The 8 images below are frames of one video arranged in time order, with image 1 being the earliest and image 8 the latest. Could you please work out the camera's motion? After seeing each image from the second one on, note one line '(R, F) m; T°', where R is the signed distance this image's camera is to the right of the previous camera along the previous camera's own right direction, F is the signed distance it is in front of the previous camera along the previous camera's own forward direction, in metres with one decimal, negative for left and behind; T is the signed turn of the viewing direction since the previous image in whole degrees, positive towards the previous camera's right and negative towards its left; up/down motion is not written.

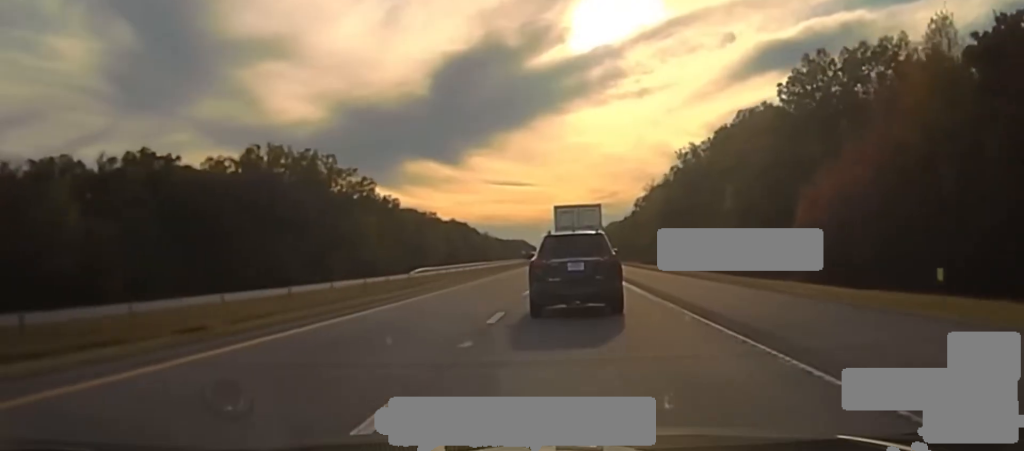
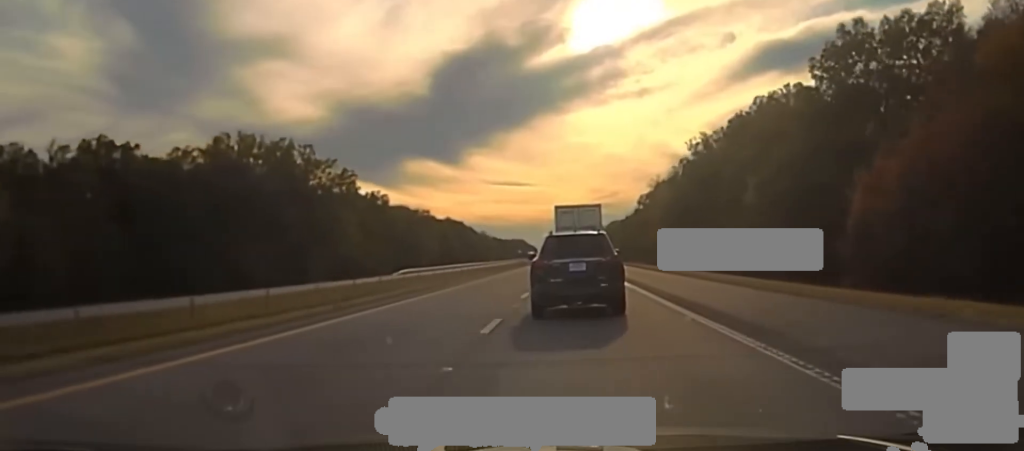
(0.0, +13.5) m; 0°
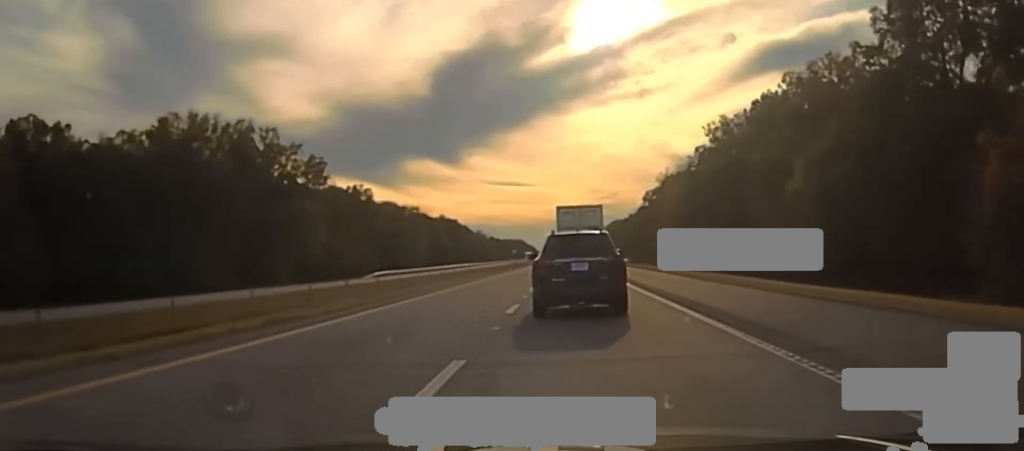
(0.0, +18.2) m; 0°
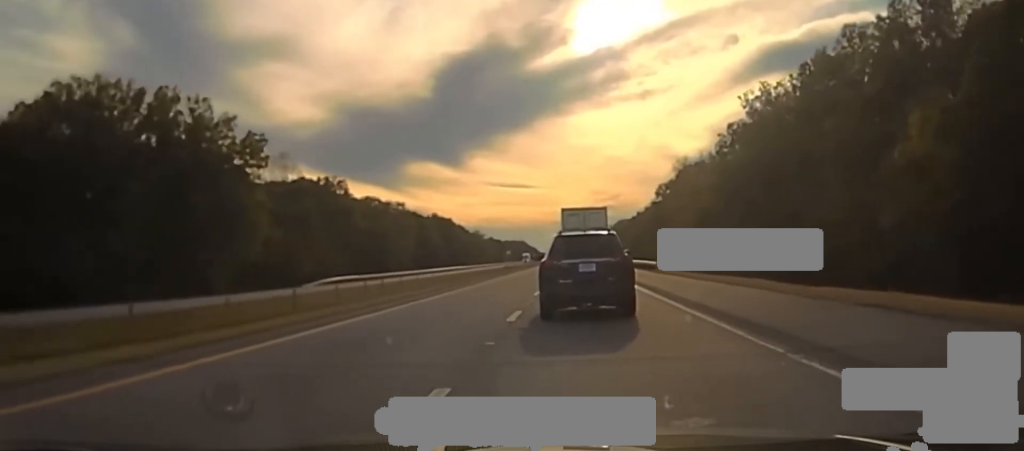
(0.0, +25.7) m; 0°
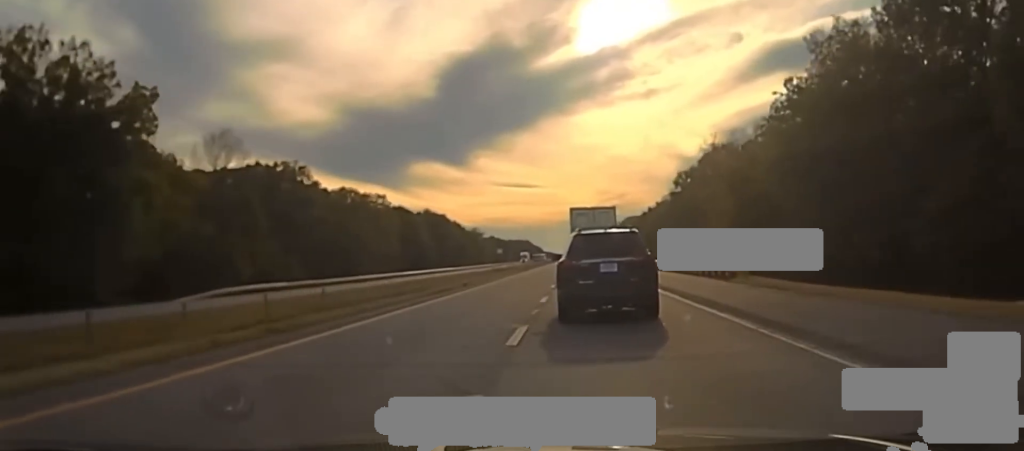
(0.0, +29.0) m; 0°
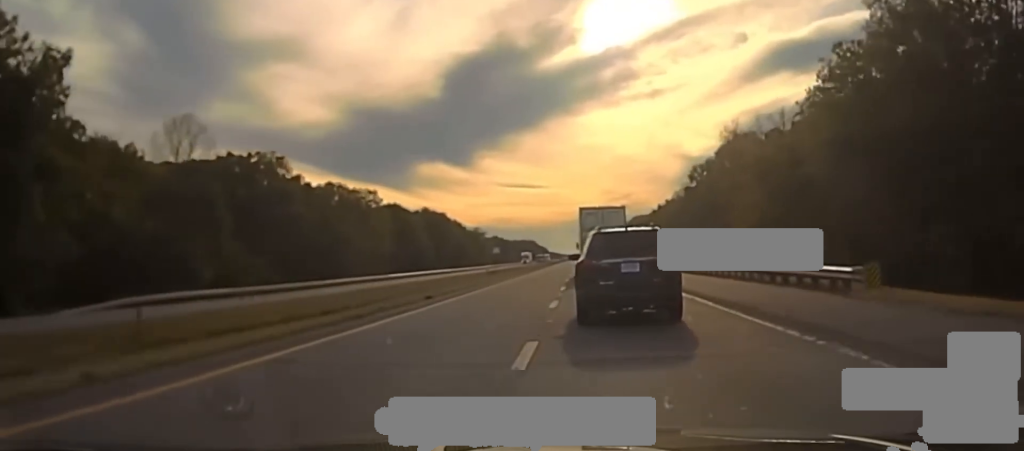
(+0.1, +14.9) m; 0°
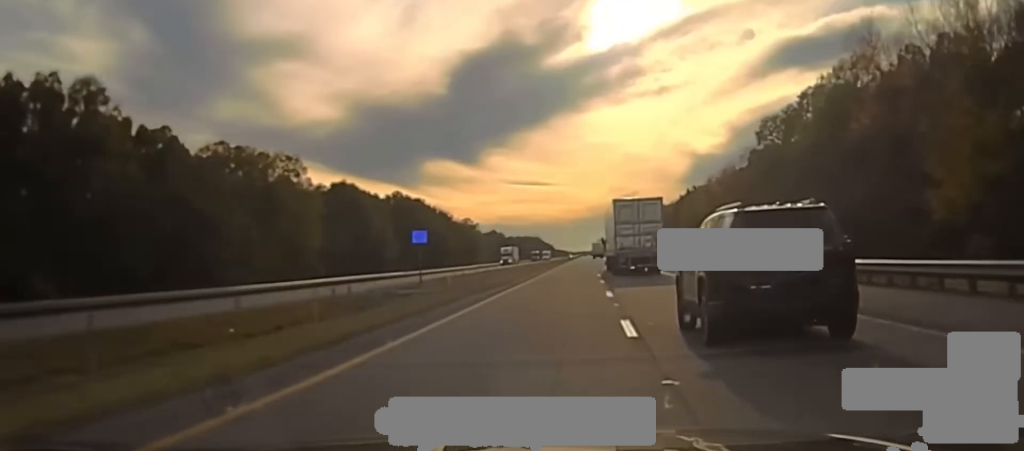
(+0.1, +61.4) m; 0°
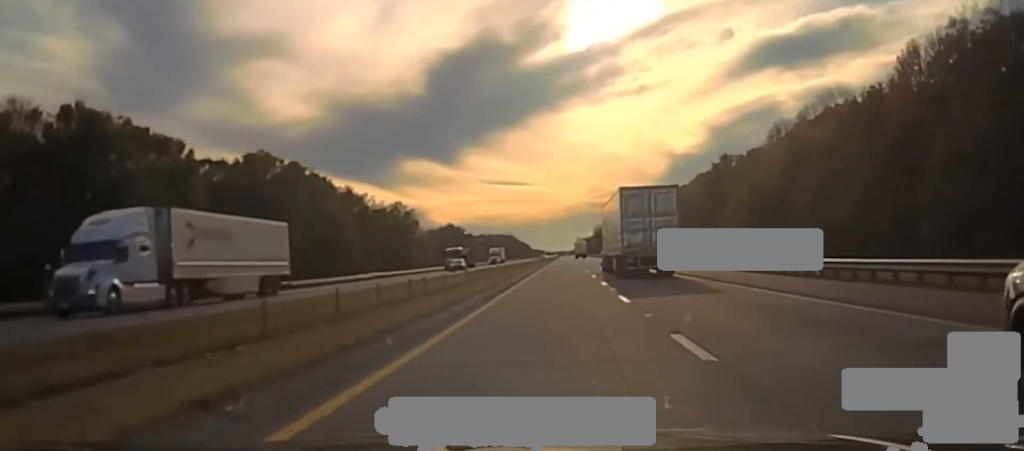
(+0.4, +94.9) m; +2°
